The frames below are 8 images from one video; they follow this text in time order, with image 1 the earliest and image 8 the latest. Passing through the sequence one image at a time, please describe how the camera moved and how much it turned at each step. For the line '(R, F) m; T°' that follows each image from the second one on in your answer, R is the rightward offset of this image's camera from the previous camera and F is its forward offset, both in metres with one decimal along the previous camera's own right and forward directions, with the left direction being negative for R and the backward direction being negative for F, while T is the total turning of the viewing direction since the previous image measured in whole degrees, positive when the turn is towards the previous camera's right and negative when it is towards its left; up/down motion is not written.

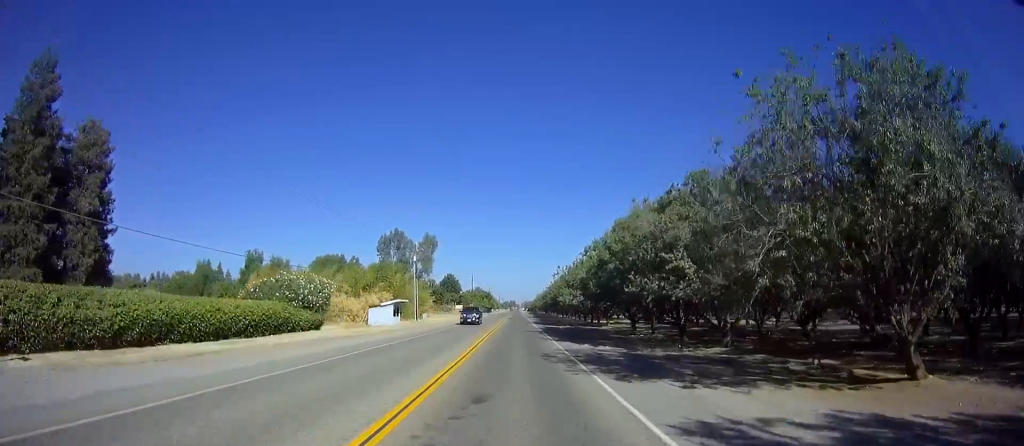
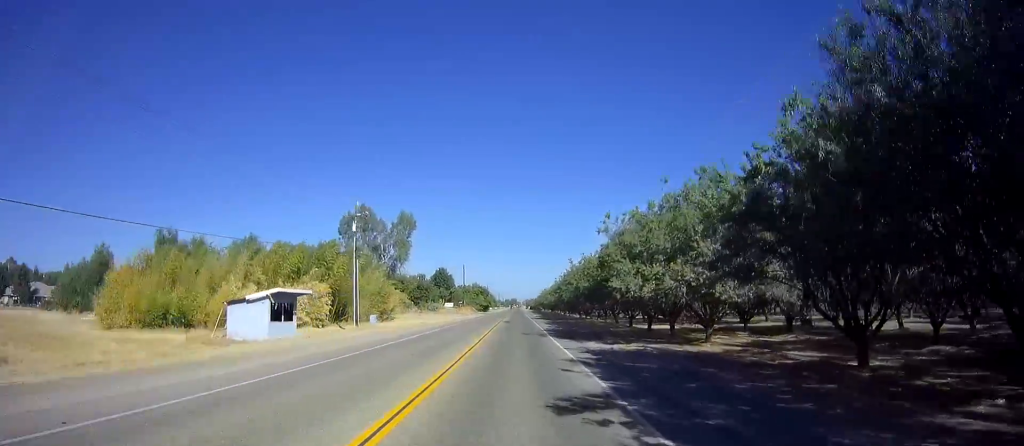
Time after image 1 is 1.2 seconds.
(-0.1, +30.8) m; 0°
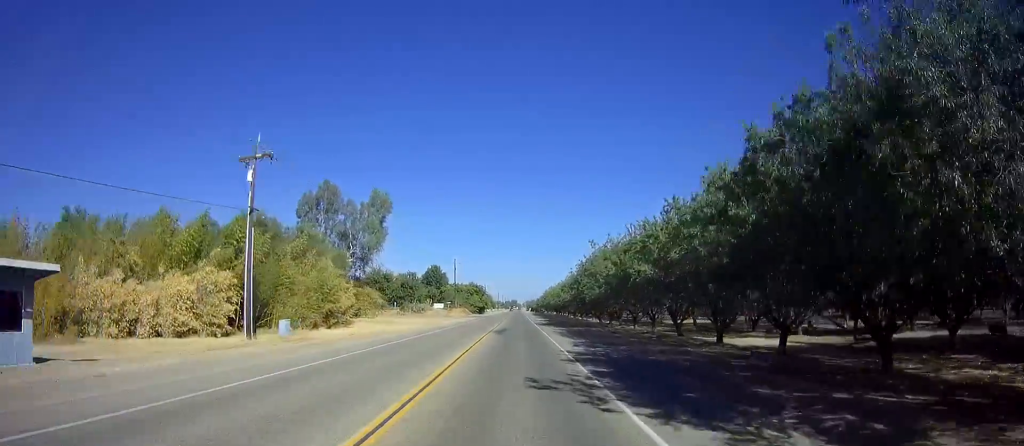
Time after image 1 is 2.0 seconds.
(-0.2, +21.1) m; 0°
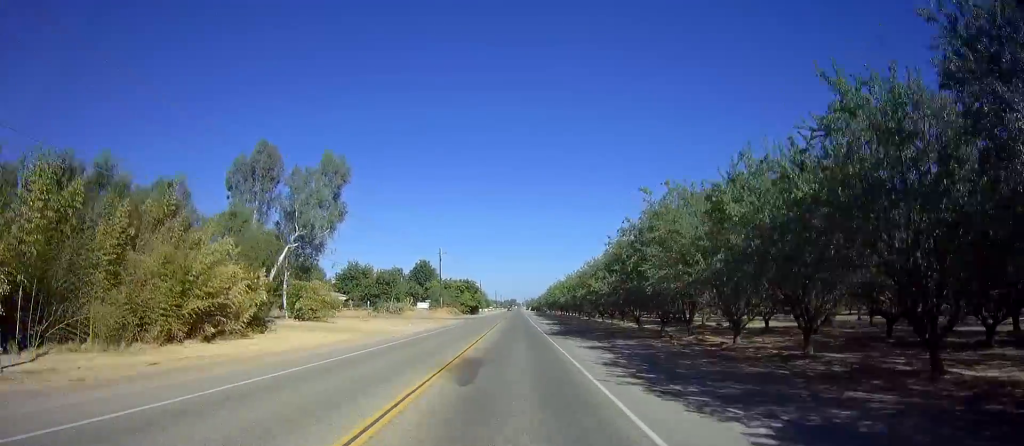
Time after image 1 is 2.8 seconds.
(+0.2, +22.0) m; 0°
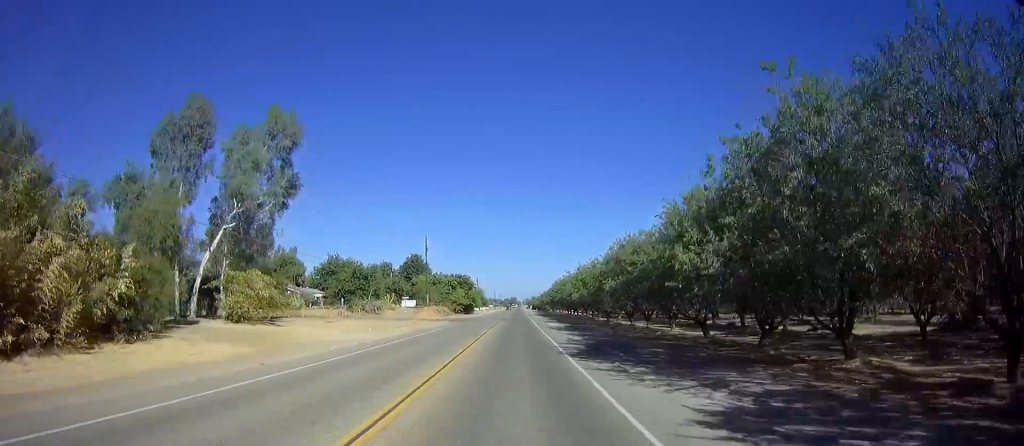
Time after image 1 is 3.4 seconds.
(-0.1, +15.9) m; 0°
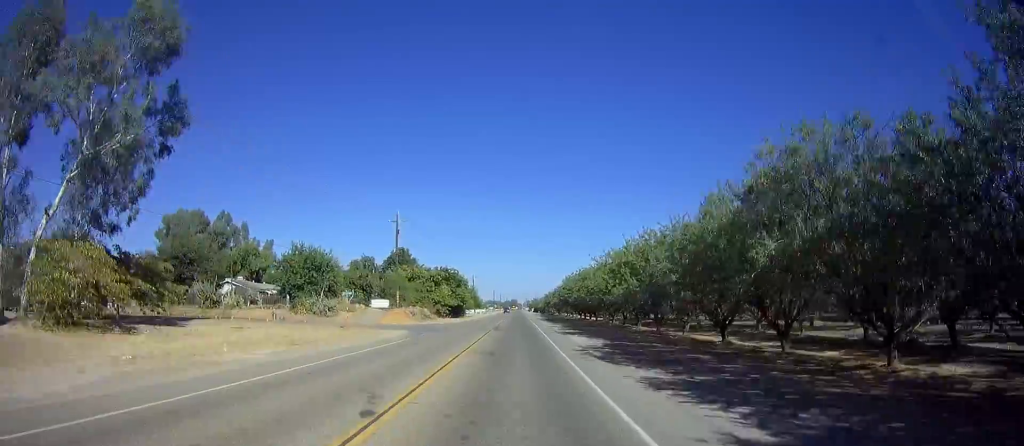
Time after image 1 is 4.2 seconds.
(0.0, +22.2) m; 0°
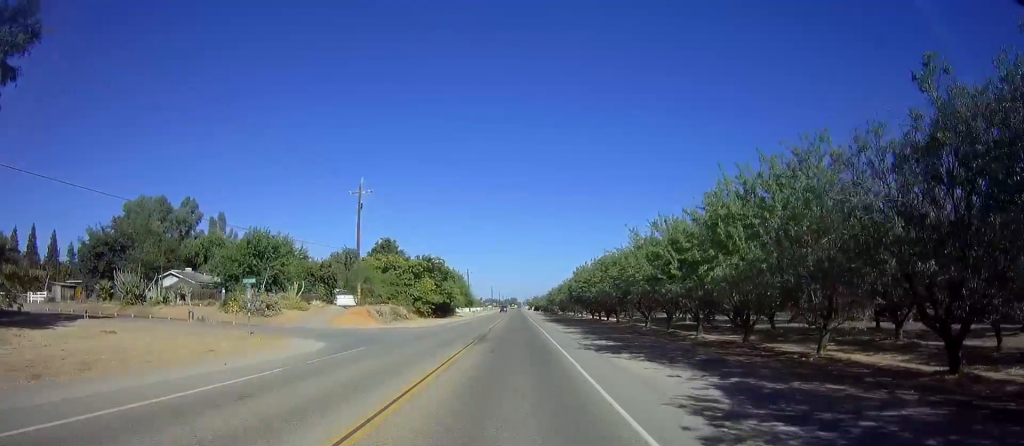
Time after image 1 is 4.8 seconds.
(+0.1, +16.0) m; 0°
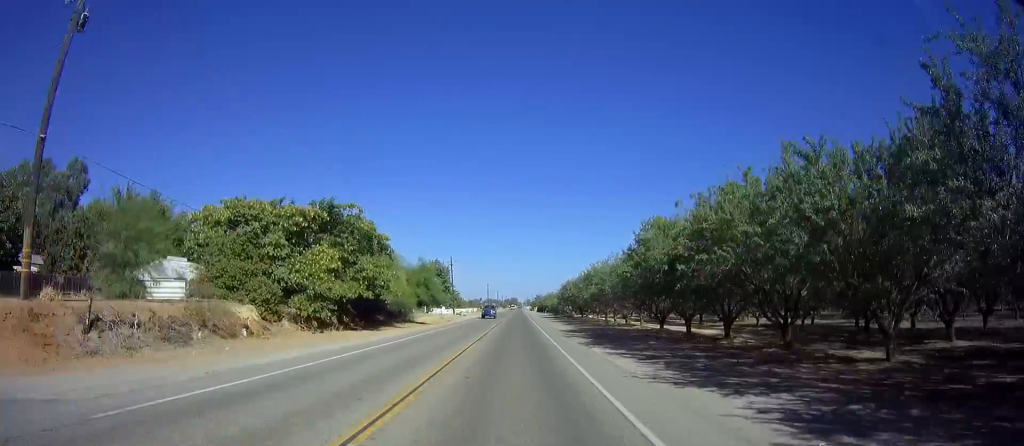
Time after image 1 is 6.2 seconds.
(-0.1, +36.8) m; 0°
